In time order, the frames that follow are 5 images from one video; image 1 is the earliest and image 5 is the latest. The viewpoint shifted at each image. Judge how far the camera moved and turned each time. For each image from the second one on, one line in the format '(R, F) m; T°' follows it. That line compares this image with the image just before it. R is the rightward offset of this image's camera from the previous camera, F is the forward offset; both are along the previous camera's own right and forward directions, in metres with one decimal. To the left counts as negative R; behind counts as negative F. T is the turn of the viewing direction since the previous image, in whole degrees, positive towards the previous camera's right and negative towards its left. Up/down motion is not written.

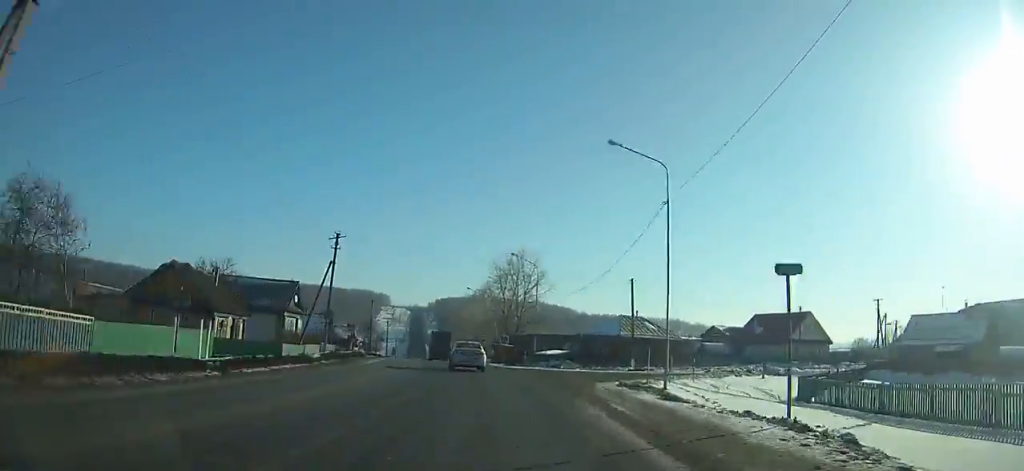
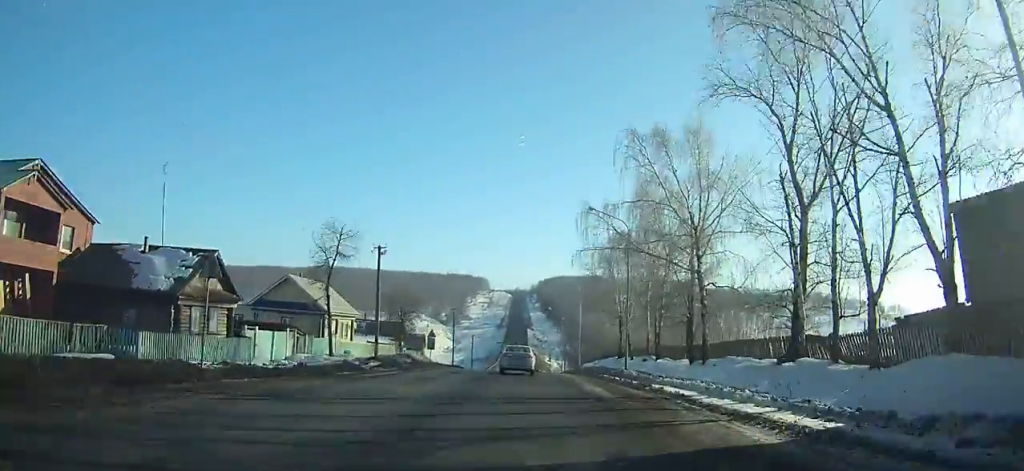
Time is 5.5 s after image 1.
(-7.3, +81.1) m; -6°
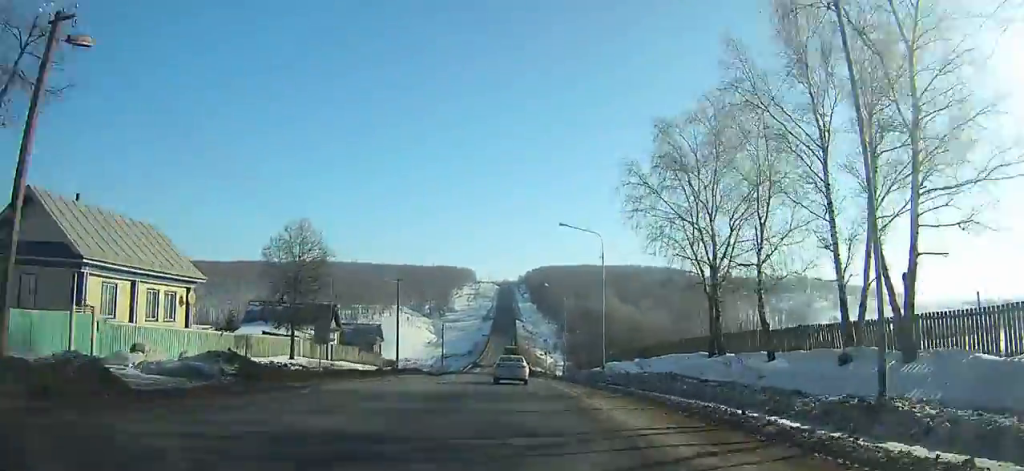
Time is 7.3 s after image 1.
(0.0, +28.4) m; 0°
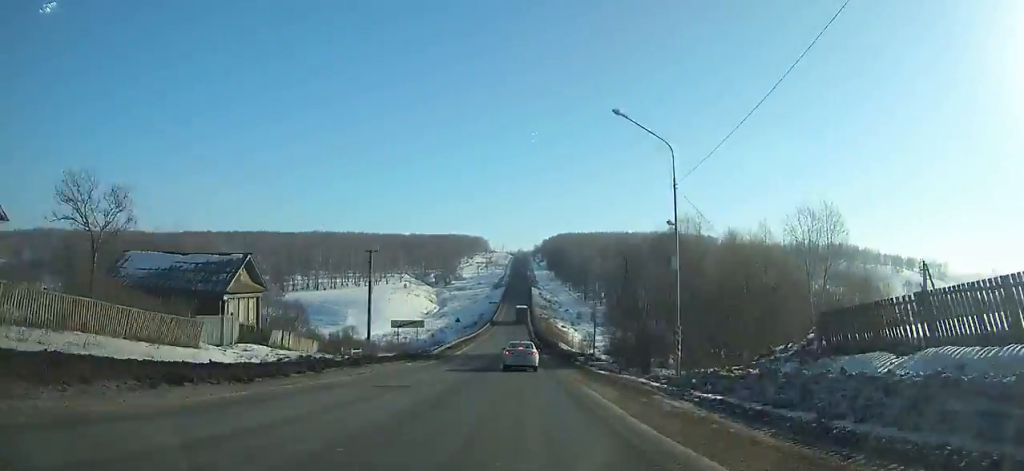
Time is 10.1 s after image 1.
(-0.3, +45.8) m; -1°
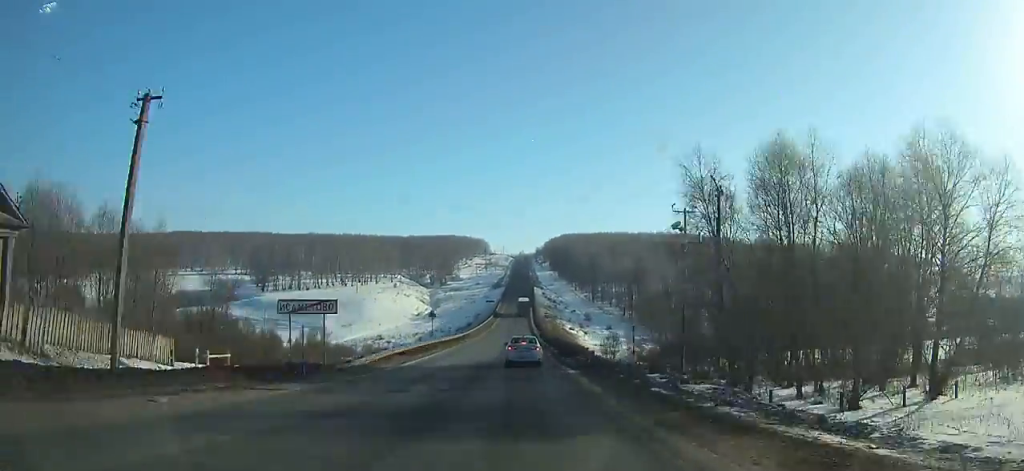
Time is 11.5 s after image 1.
(0.0, +23.4) m; 0°
